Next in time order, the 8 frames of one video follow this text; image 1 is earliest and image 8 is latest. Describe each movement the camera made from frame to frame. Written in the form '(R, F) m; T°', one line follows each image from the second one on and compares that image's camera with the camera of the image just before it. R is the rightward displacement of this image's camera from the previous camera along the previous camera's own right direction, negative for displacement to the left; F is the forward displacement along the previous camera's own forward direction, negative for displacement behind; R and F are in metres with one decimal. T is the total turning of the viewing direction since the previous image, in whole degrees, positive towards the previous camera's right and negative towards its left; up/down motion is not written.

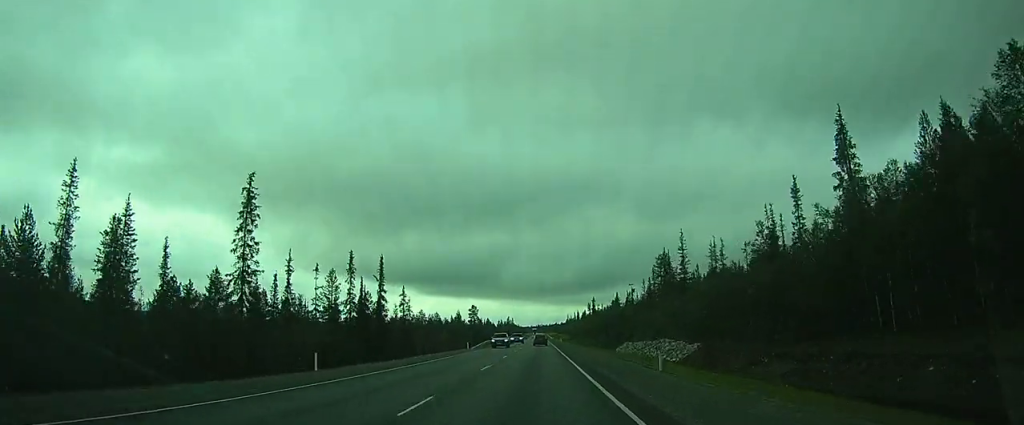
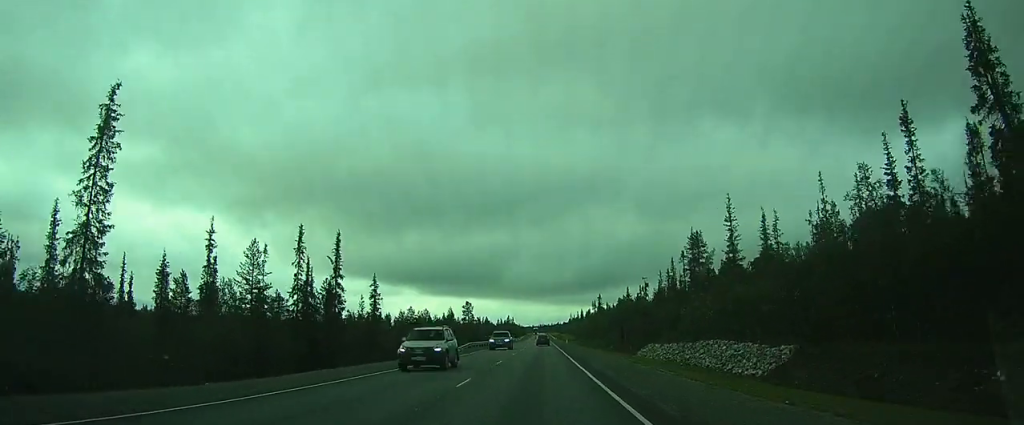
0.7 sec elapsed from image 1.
(-0.1, +21.7) m; 0°
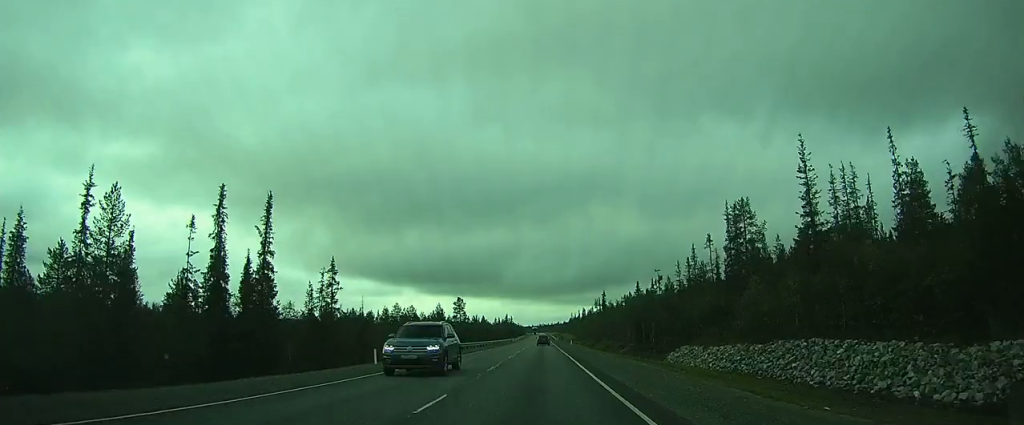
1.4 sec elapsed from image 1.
(-0.1, +19.1) m; 0°
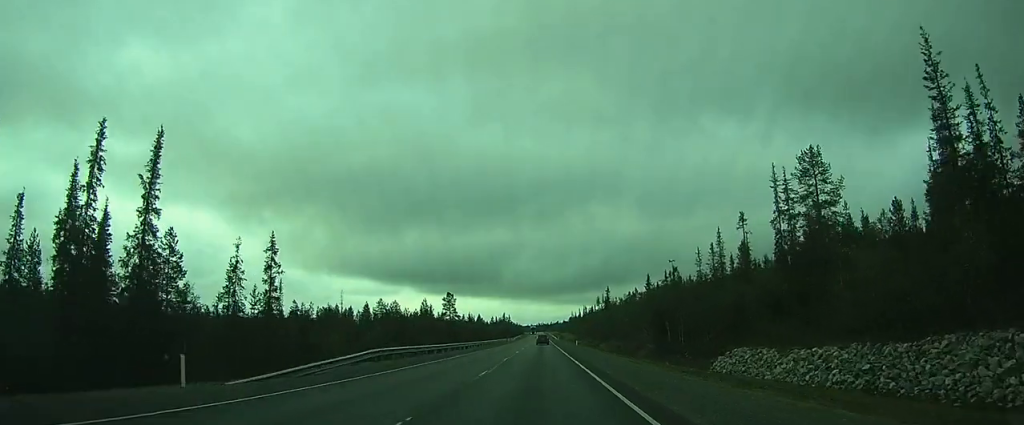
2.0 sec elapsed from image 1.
(+0.2, +16.3) m; 0°
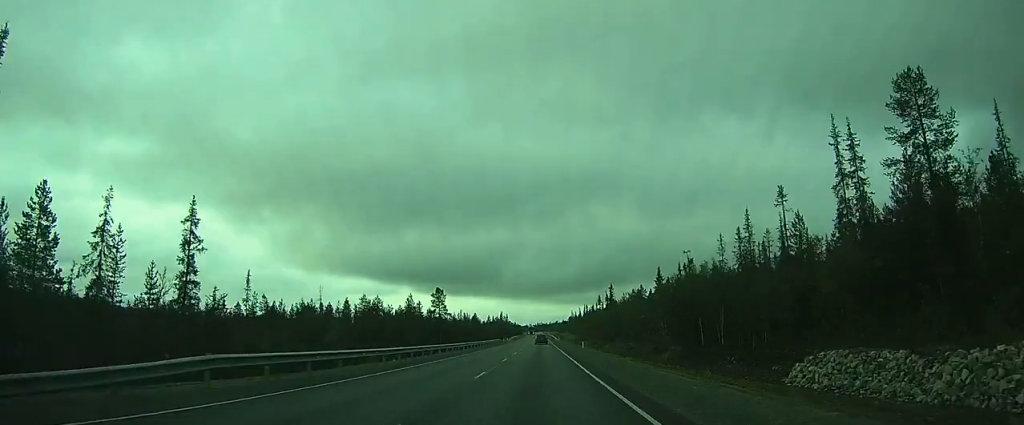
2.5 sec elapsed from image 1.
(0.0, +13.3) m; 0°
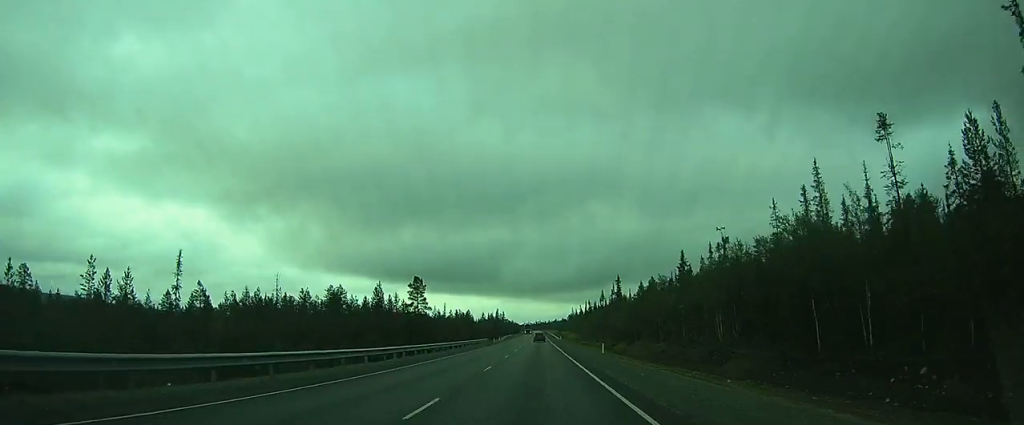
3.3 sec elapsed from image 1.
(0.0, +20.7) m; 0°
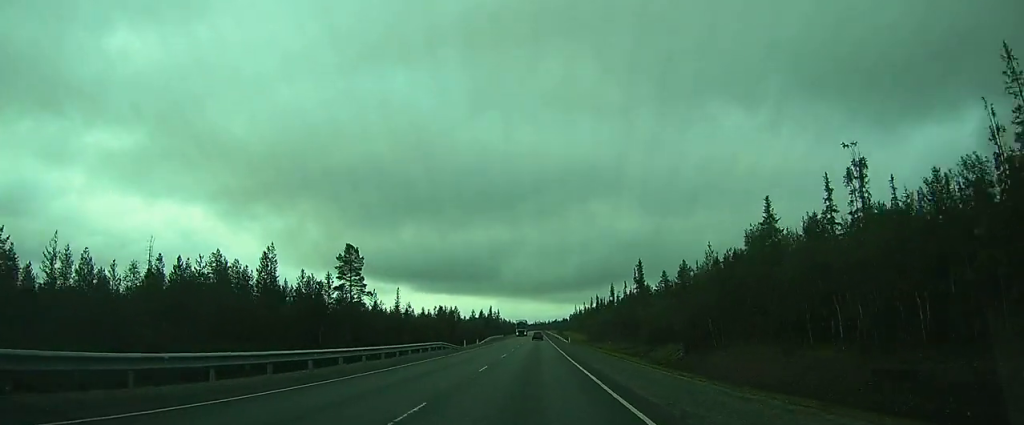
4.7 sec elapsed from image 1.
(0.0, +36.0) m; 0°
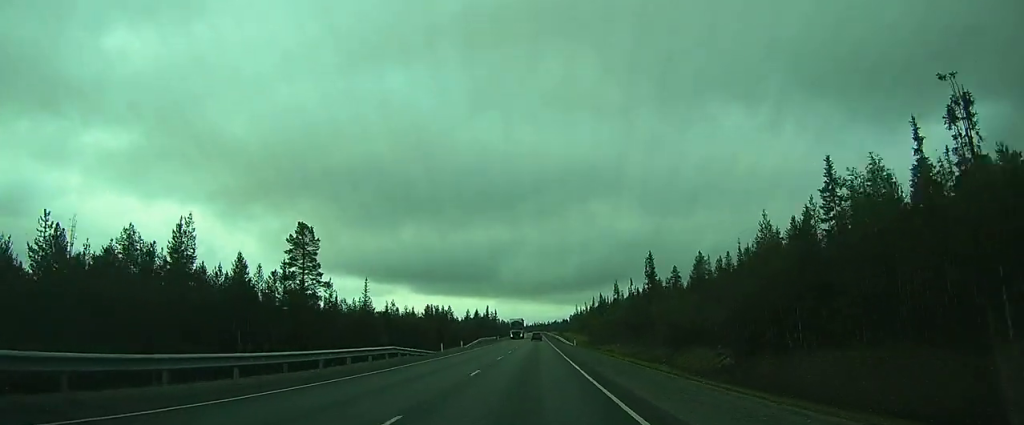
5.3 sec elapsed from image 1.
(0.0, +13.3) m; 0°
